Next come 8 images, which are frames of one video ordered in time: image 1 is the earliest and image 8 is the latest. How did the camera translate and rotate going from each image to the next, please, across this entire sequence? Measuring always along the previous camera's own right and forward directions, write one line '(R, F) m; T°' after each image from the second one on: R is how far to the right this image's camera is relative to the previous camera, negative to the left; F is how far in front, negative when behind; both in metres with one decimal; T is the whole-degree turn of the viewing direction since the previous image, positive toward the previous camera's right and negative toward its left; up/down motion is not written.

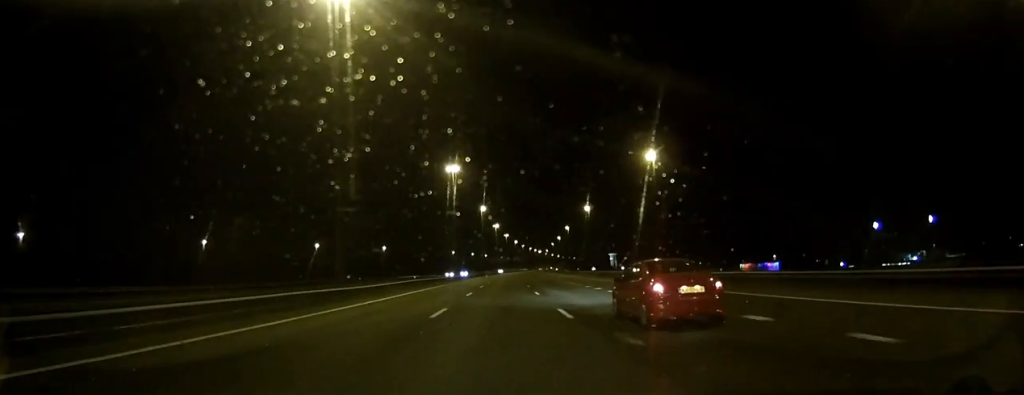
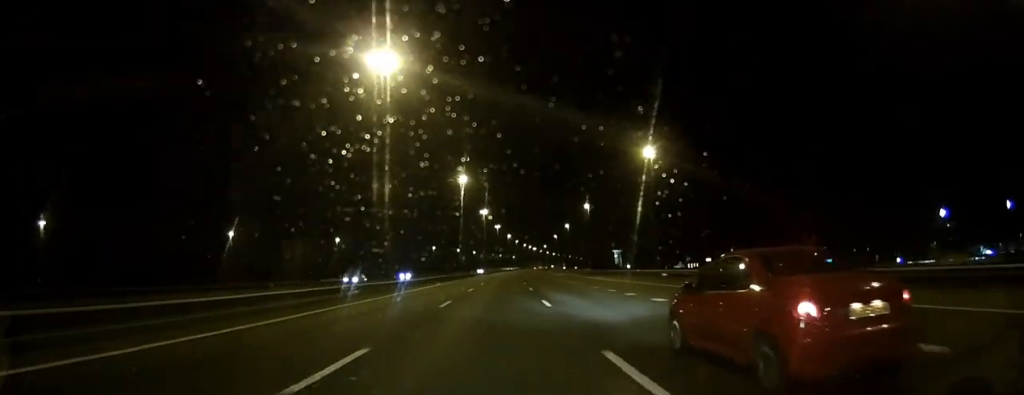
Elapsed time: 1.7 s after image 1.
(0.0, +44.5) m; 0°
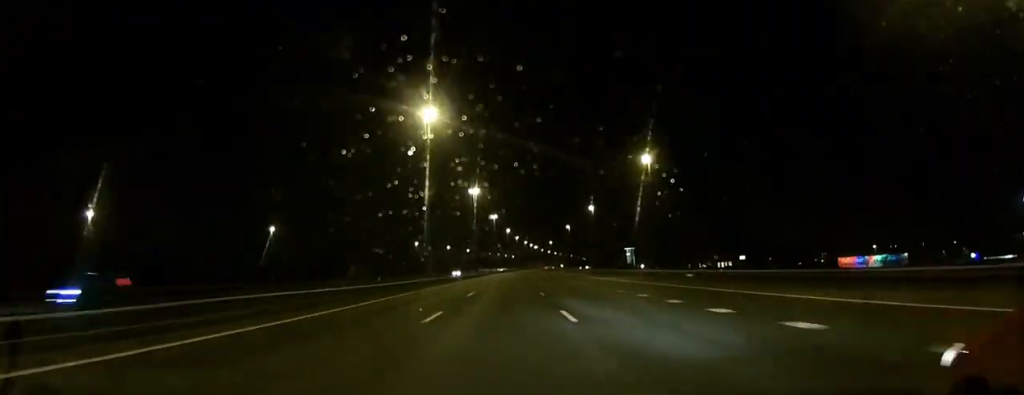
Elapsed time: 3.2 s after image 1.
(-0.1, +39.7) m; +1°
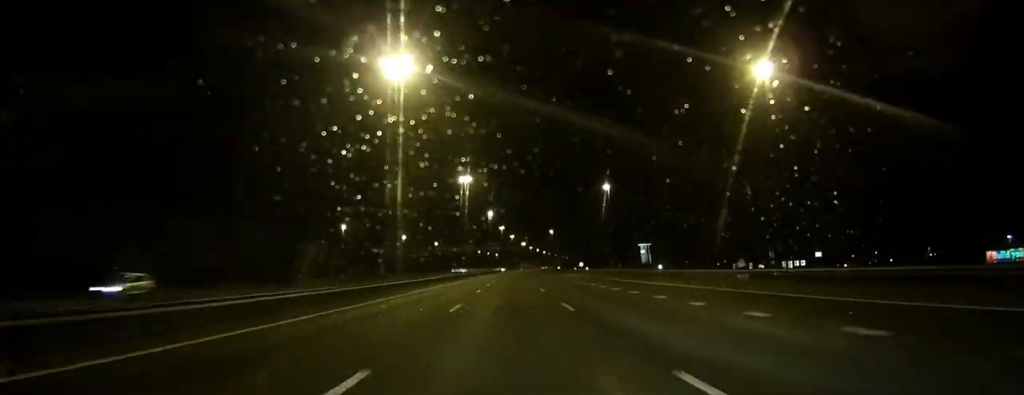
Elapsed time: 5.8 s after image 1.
(+1.2, +68.3) m; +2°
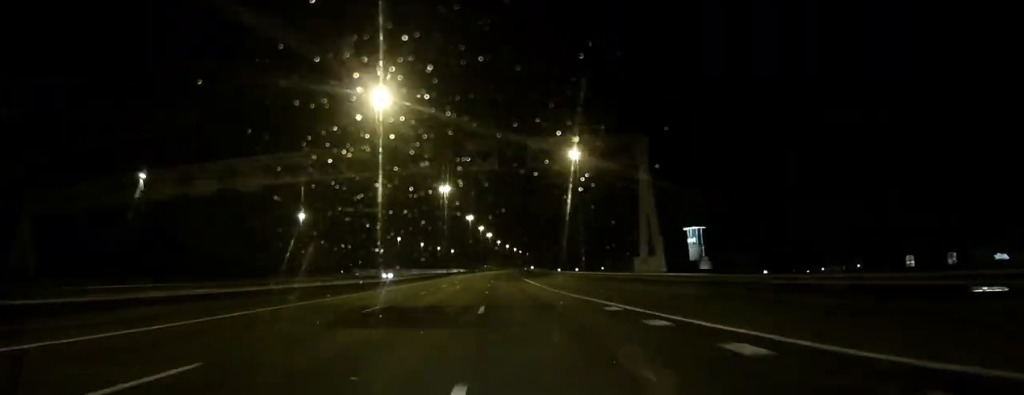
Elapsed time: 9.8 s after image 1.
(+3.9, +106.9) m; +3°
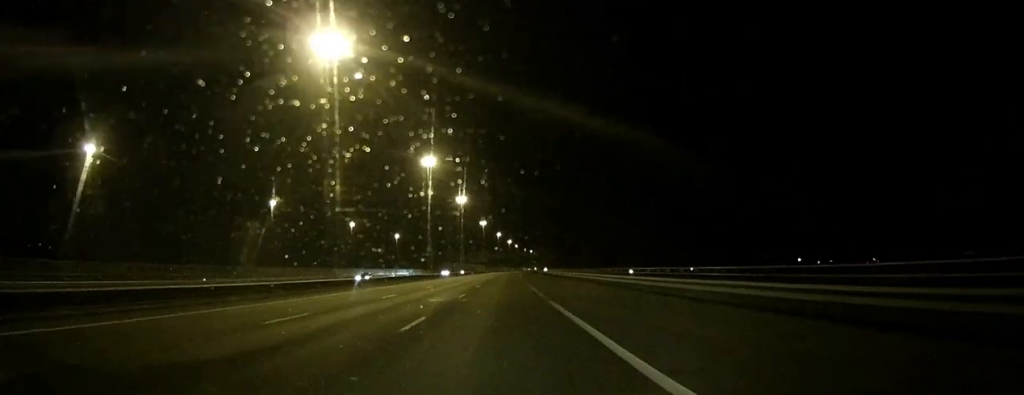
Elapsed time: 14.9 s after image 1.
(+2.2, +136.1) m; +2°
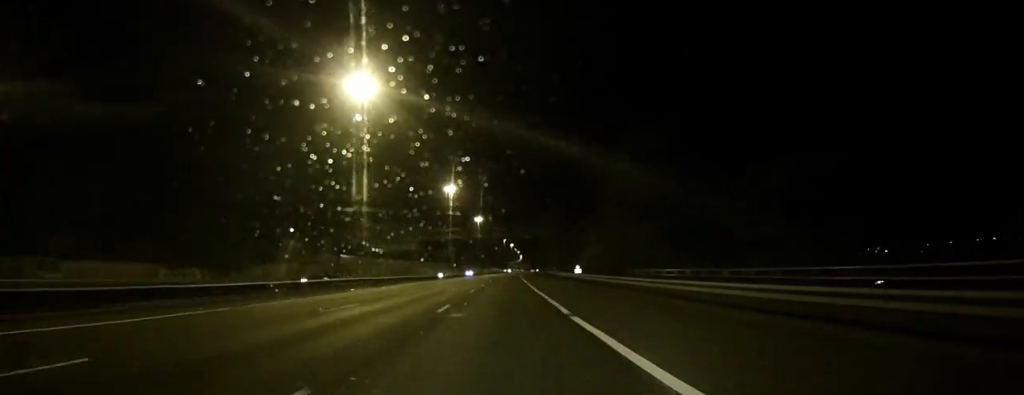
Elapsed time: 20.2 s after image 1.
(+2.5, +140.6) m; +2°
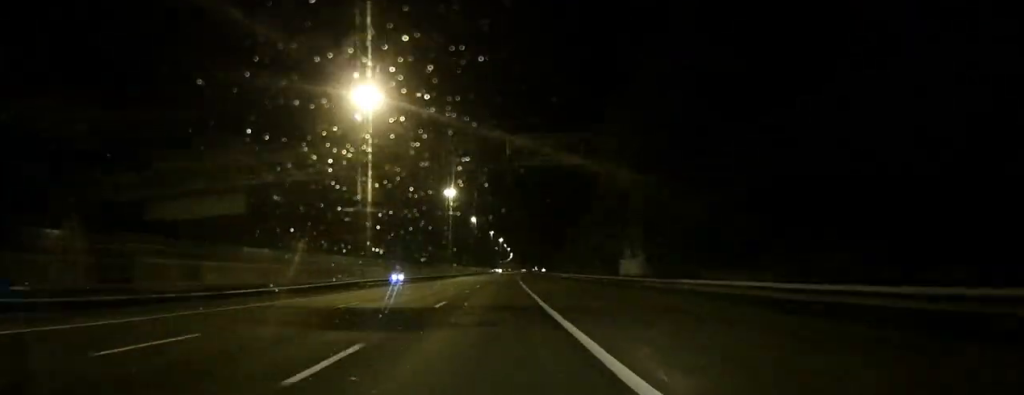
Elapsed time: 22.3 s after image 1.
(+1.0, +57.4) m; +1°
